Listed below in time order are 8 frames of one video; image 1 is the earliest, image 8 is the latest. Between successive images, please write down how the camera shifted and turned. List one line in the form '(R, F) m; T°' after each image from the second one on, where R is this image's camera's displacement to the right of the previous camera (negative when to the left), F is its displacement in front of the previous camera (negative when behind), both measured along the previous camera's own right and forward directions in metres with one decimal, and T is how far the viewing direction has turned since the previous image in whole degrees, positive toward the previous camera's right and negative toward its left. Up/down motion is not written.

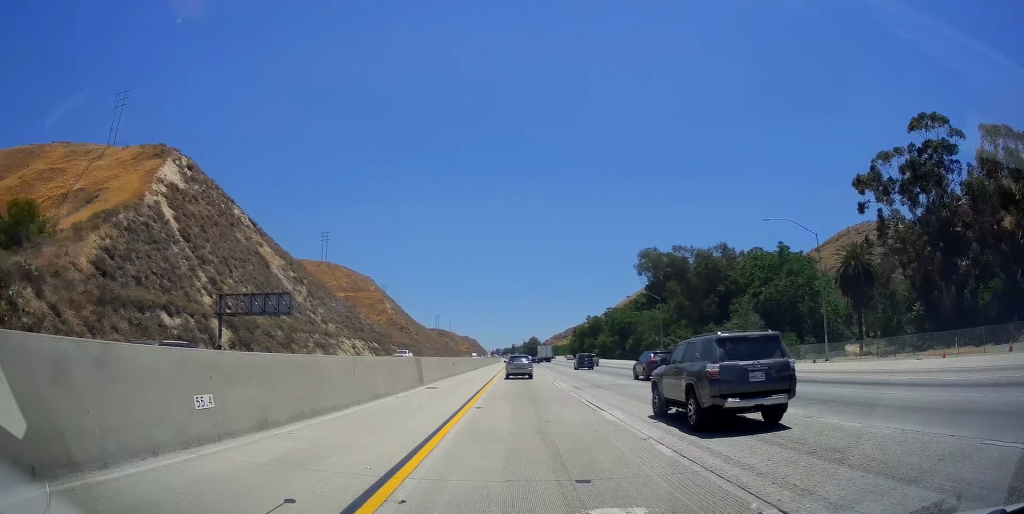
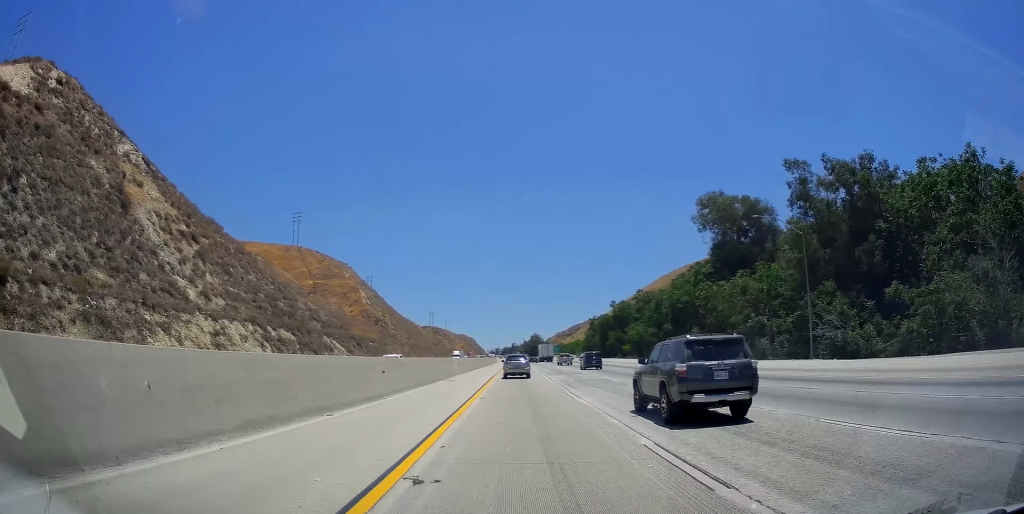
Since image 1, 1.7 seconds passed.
(-0.3, +53.8) m; 0°
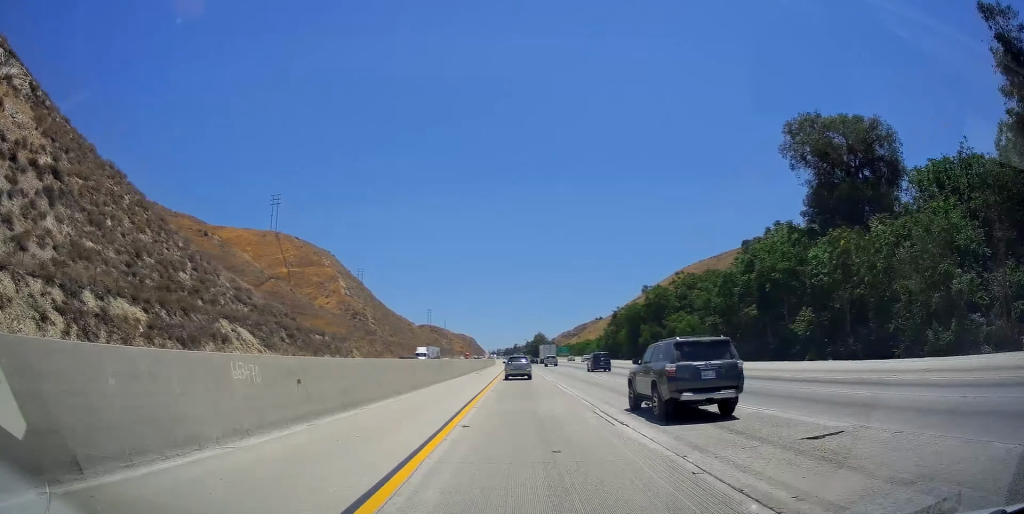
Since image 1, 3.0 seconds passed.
(+0.2, +36.1) m; +1°
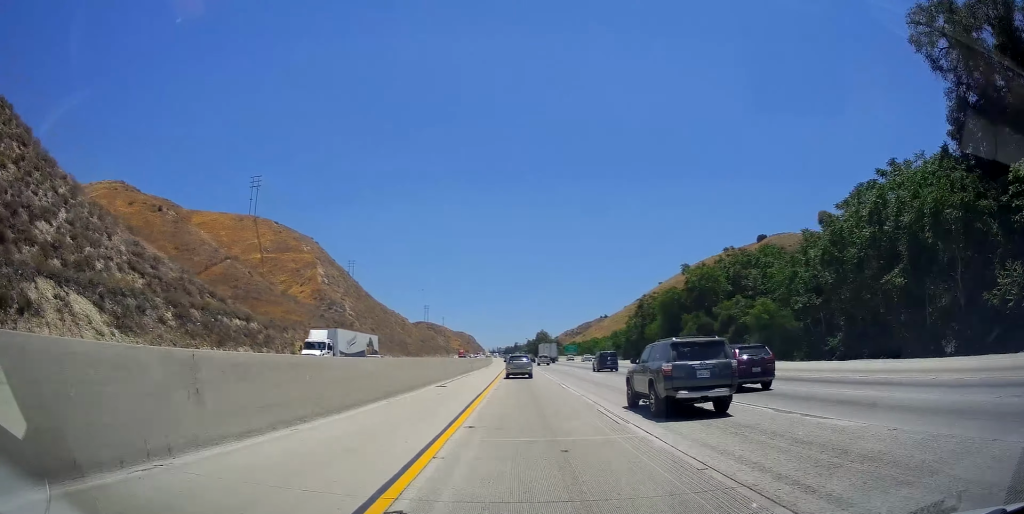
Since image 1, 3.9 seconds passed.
(+0.2, +27.9) m; 0°
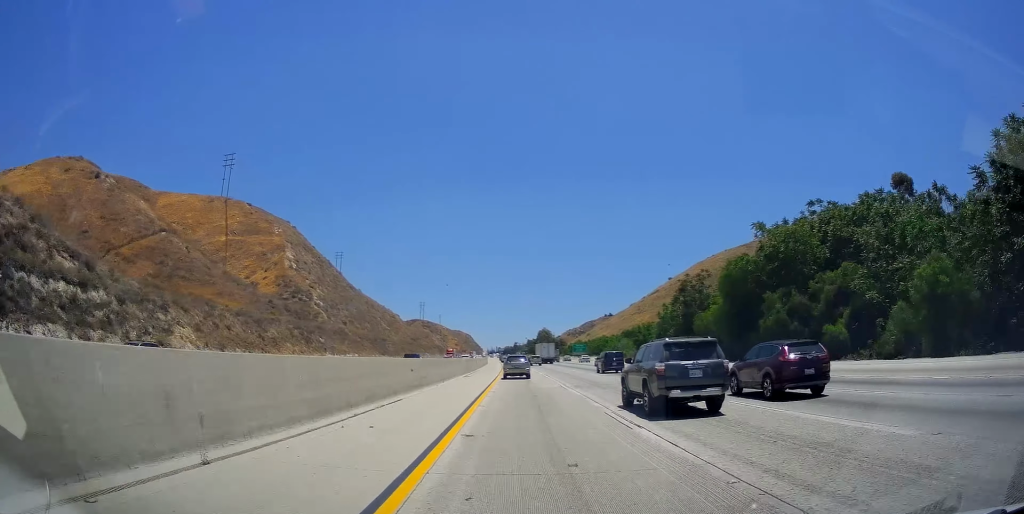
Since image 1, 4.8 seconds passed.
(0.0, +31.0) m; 0°
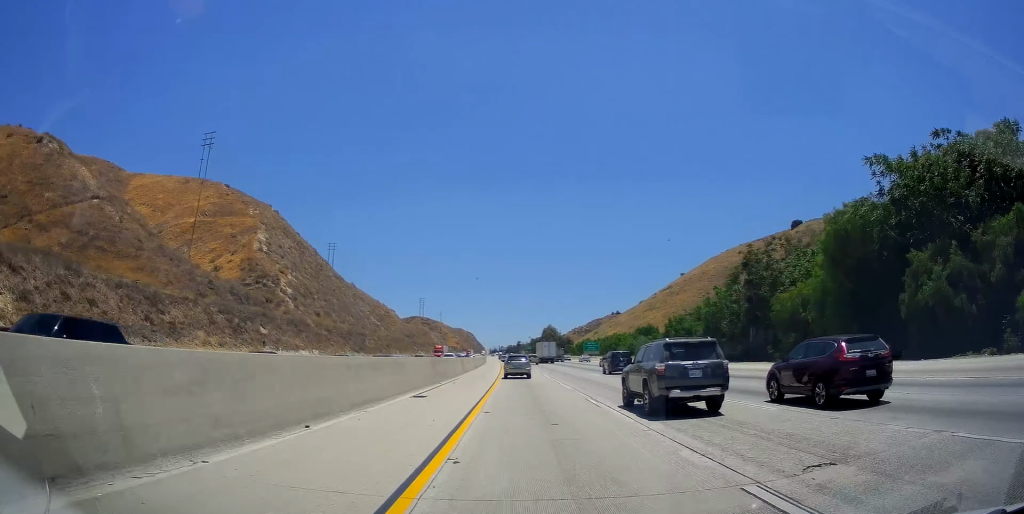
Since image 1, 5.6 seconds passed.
(0.0, +25.2) m; 0°
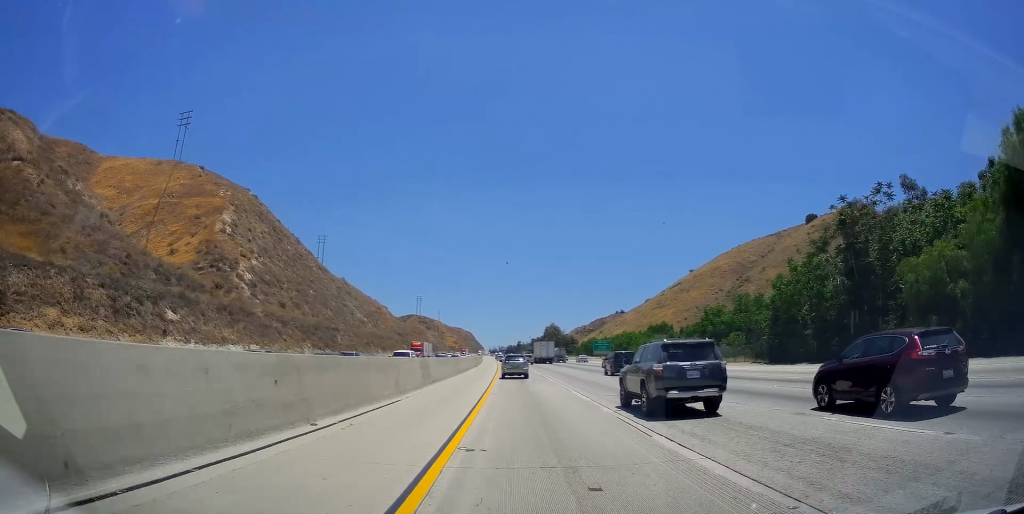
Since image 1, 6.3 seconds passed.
(-0.2, +20.5) m; 0°
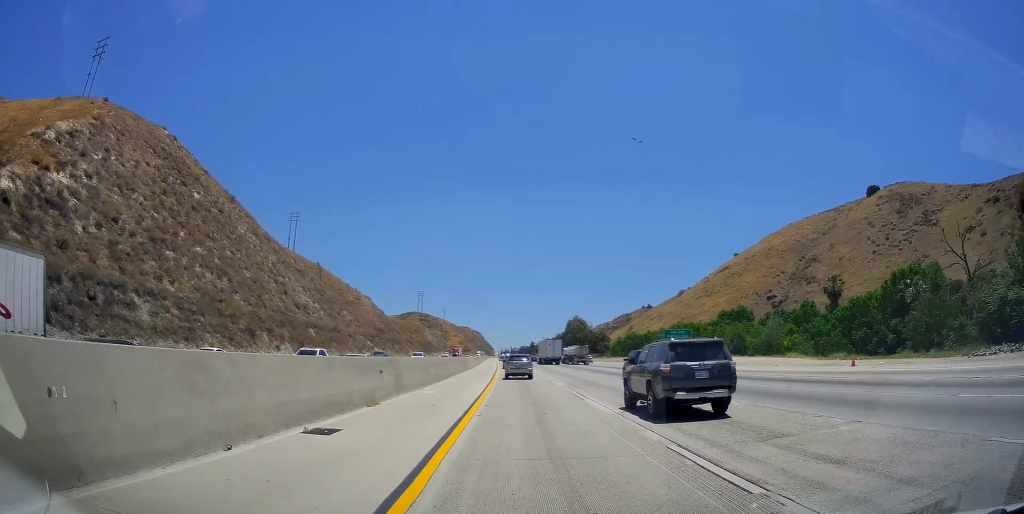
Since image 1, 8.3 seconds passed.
(-0.5, +60.9) m; -1°
